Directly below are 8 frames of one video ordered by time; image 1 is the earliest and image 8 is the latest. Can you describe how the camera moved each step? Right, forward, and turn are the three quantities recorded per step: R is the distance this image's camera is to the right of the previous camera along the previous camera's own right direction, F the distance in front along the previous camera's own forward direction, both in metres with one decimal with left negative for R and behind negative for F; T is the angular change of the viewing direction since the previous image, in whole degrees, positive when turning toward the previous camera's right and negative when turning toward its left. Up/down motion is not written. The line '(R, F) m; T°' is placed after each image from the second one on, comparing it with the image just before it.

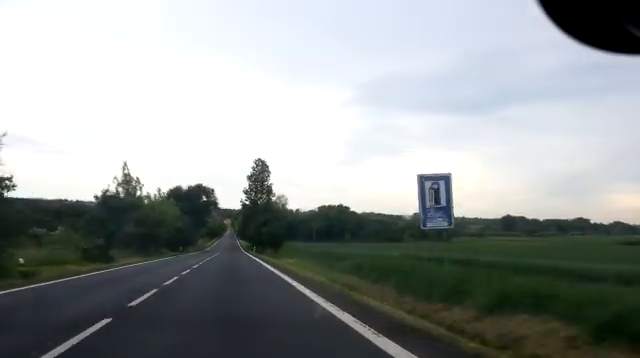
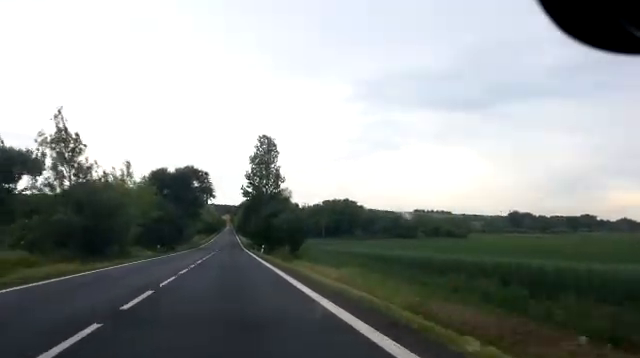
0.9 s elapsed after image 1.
(-0.1, +20.1) m; 0°
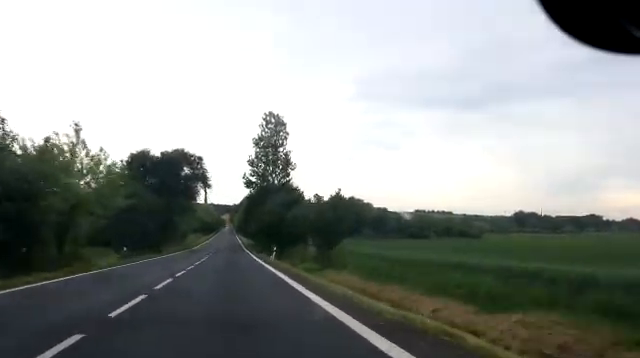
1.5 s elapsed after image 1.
(0.0, +14.7) m; 0°
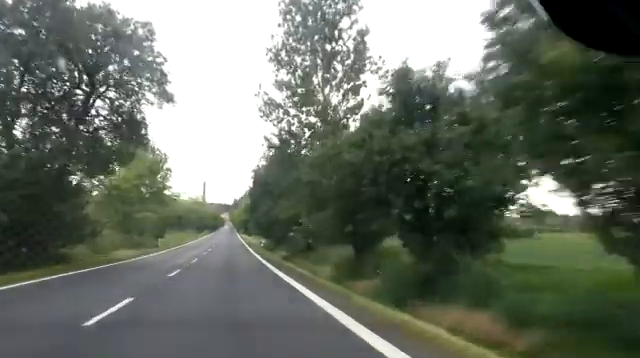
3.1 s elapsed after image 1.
(+0.4, +38.0) m; +2°
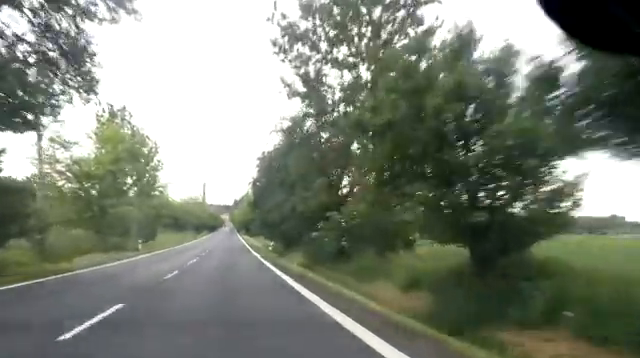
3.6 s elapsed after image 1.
(+0.1, +10.1) m; 0°
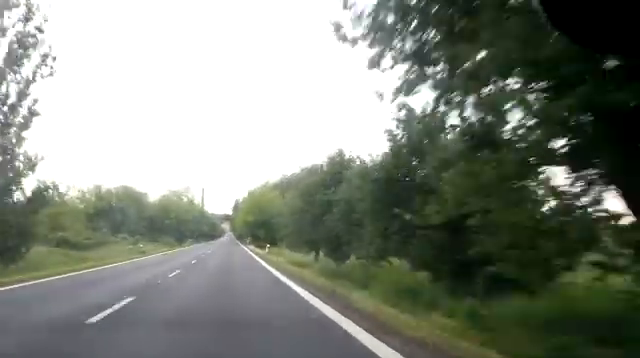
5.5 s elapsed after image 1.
(-0.6, +44.7) m; -1°
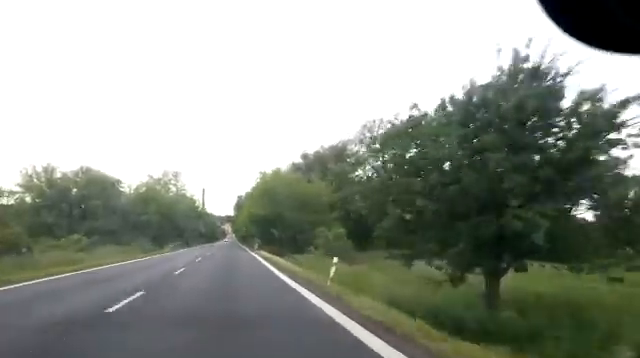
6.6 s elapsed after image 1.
(+0.2, +26.9) m; +1°
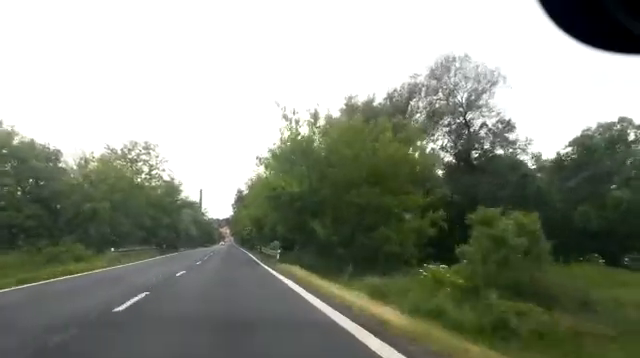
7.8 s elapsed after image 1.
(+0.1, +27.6) m; 0°
